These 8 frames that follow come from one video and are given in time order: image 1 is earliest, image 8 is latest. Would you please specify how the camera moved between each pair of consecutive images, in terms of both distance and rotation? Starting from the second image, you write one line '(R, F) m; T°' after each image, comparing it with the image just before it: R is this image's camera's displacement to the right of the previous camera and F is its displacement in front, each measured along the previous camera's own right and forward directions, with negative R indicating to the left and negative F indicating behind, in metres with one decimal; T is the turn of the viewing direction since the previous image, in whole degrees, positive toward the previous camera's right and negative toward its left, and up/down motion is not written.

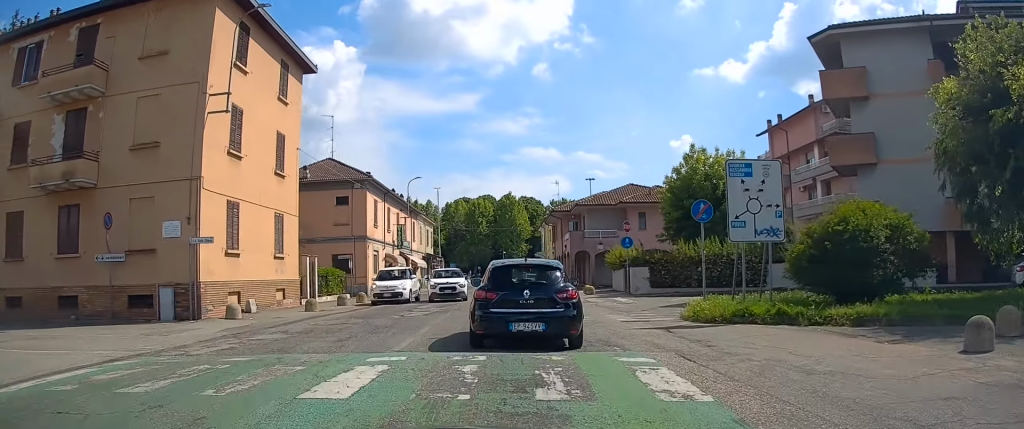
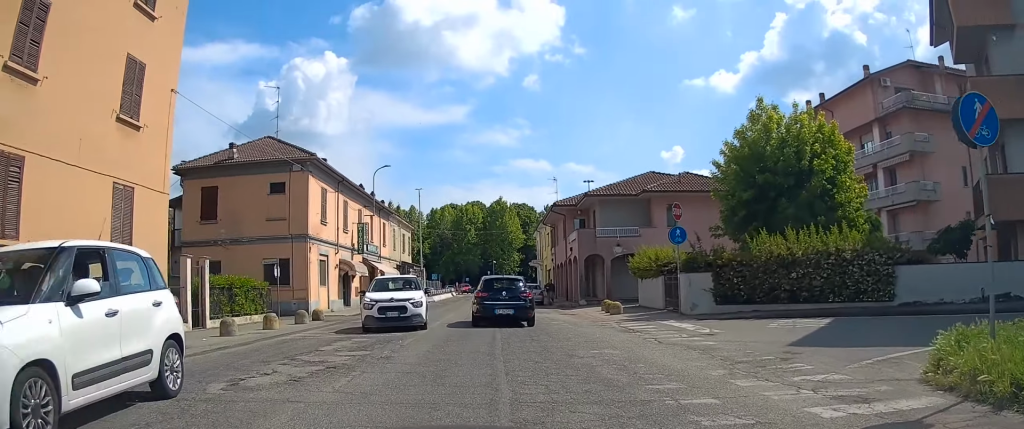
(-0.1, +12.2) m; -1°
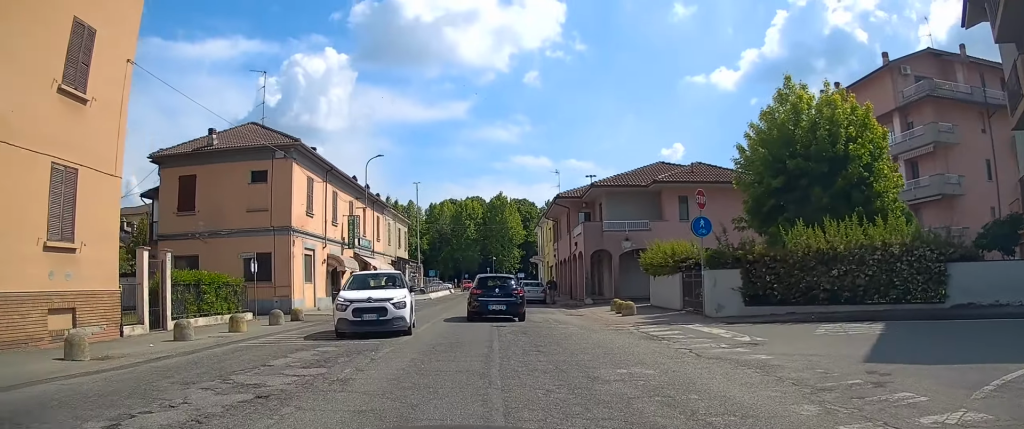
(0.0, +2.8) m; 0°
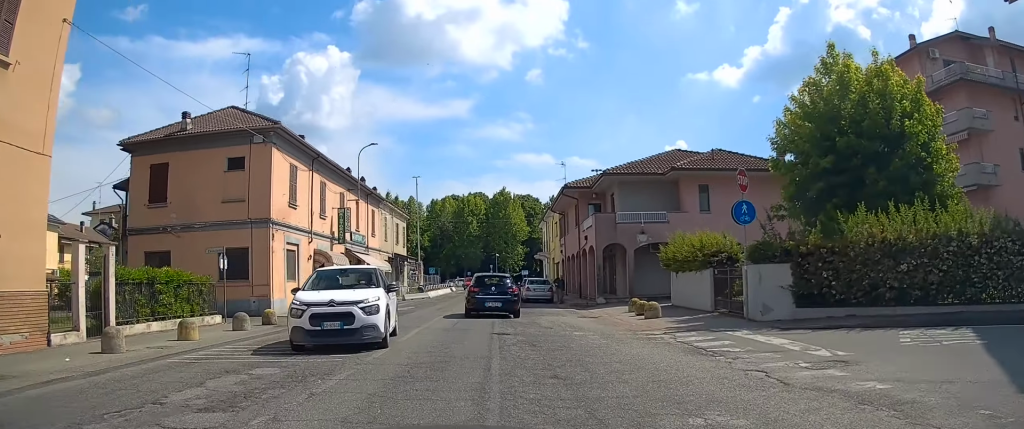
(-0.1, +3.2) m; 0°
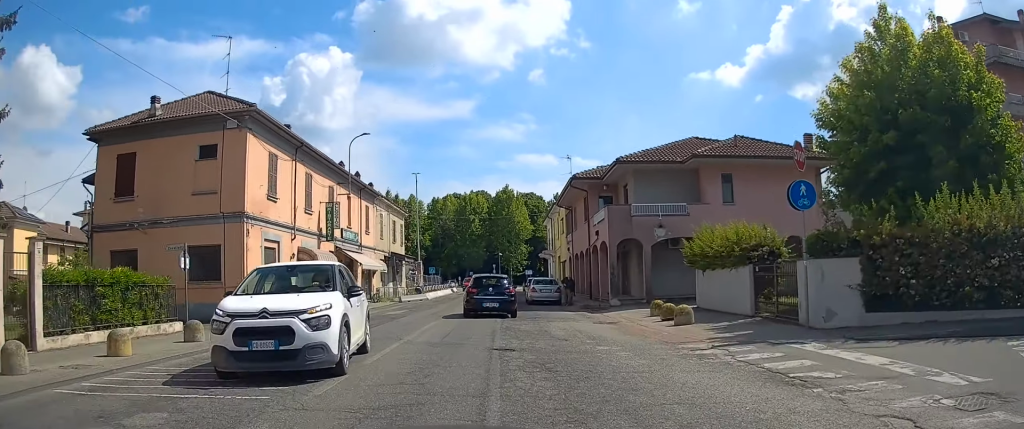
(0.0, +3.1) m; 0°
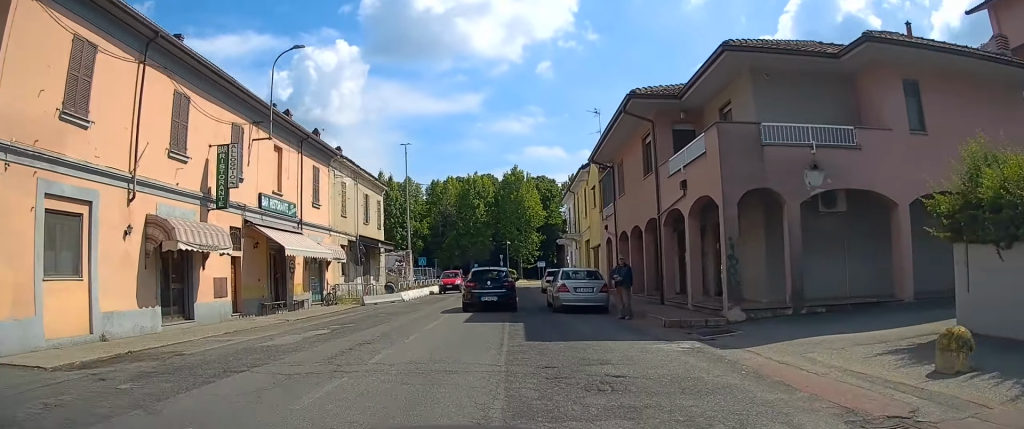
(+0.2, +13.8) m; 0°
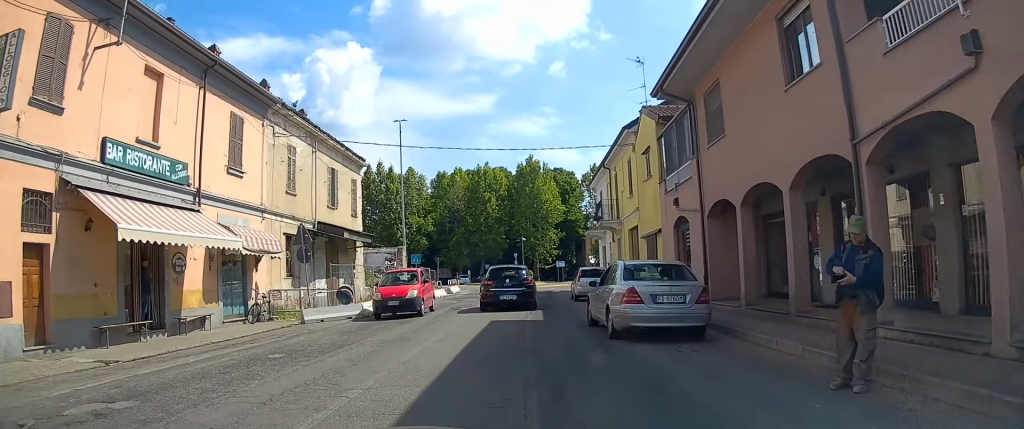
(-0.1, +11.1) m; -1°
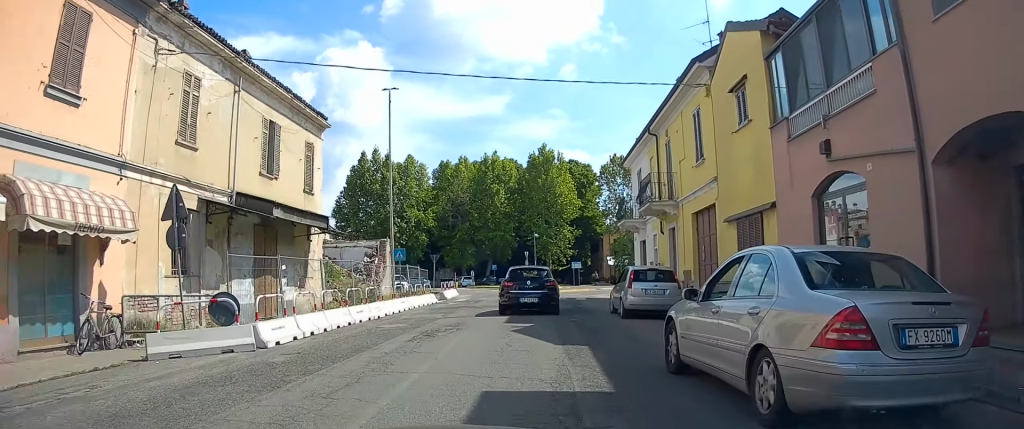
(-0.1, +9.7) m; 0°
